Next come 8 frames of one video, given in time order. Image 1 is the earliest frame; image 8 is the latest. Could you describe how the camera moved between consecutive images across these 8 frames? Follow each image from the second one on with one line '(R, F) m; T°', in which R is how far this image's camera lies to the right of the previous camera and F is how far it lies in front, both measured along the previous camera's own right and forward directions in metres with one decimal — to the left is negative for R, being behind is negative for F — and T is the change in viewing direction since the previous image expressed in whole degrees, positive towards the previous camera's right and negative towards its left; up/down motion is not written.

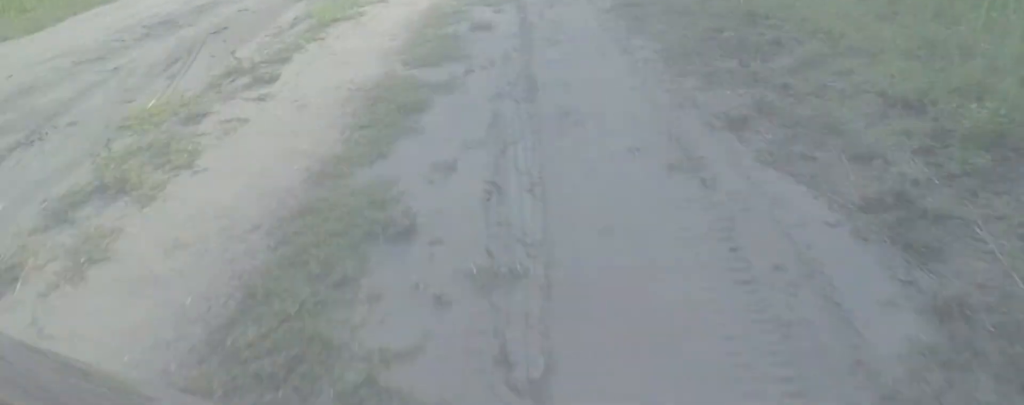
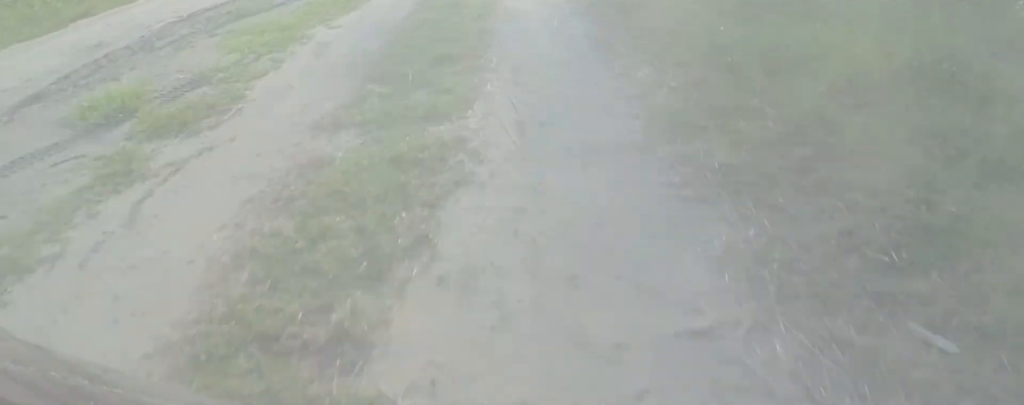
(-0.2, +25.4) m; +1°
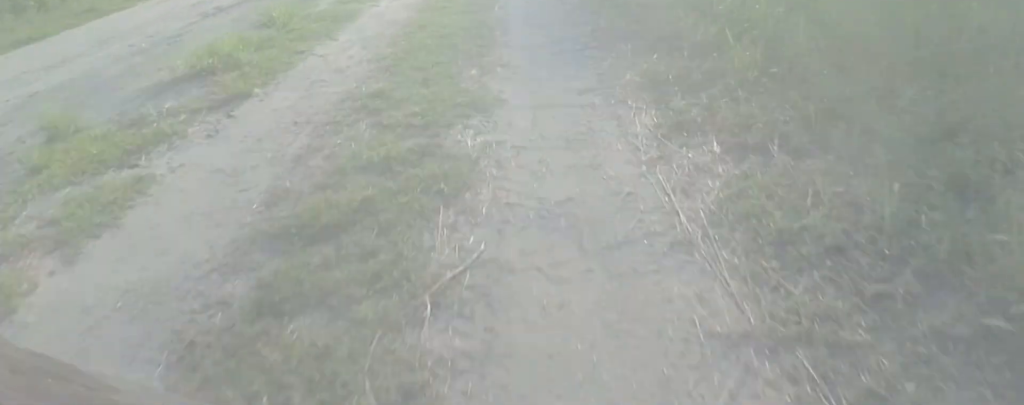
(+0.2, +6.2) m; 0°
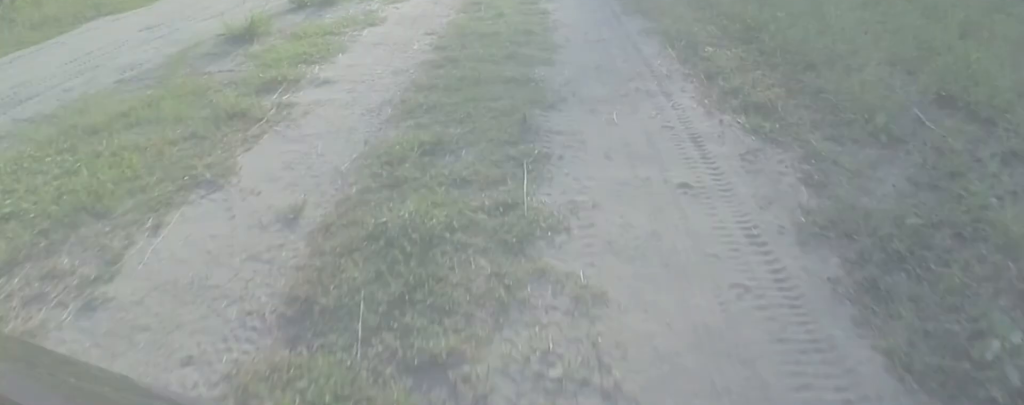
(-0.3, +14.1) m; 0°
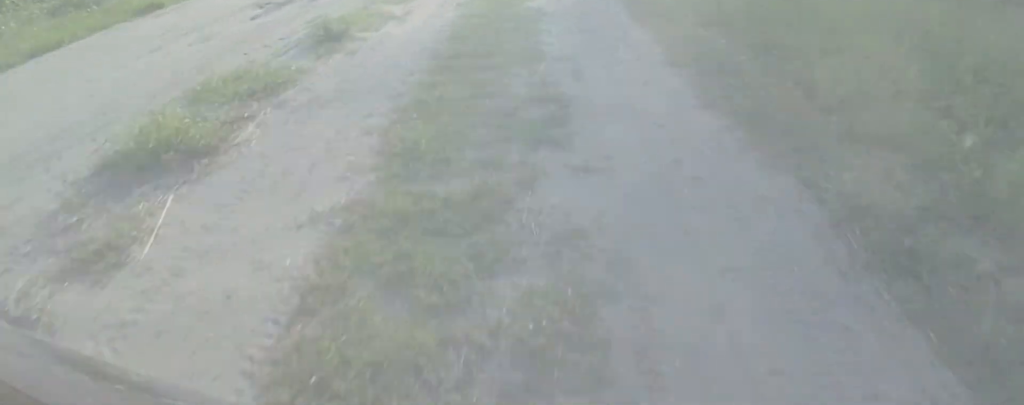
(+0.3, +8.5) m; 0°
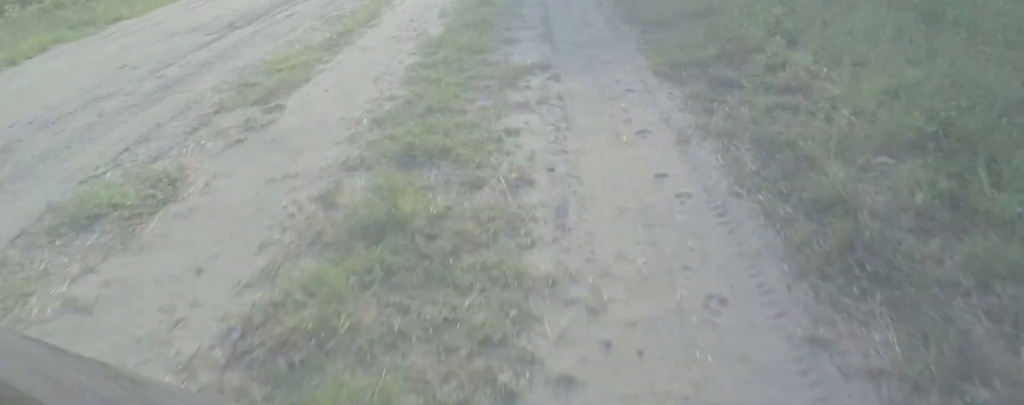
(-0.2, +7.1) m; -1°
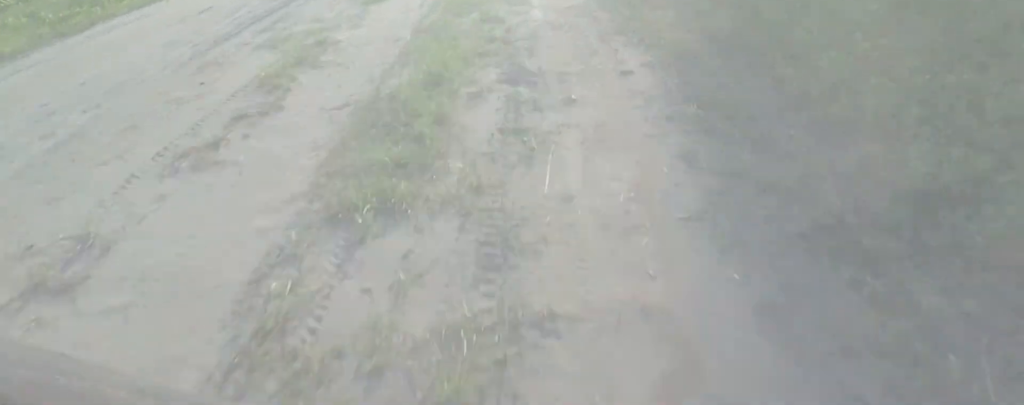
(-0.2, +14.4) m; -1°
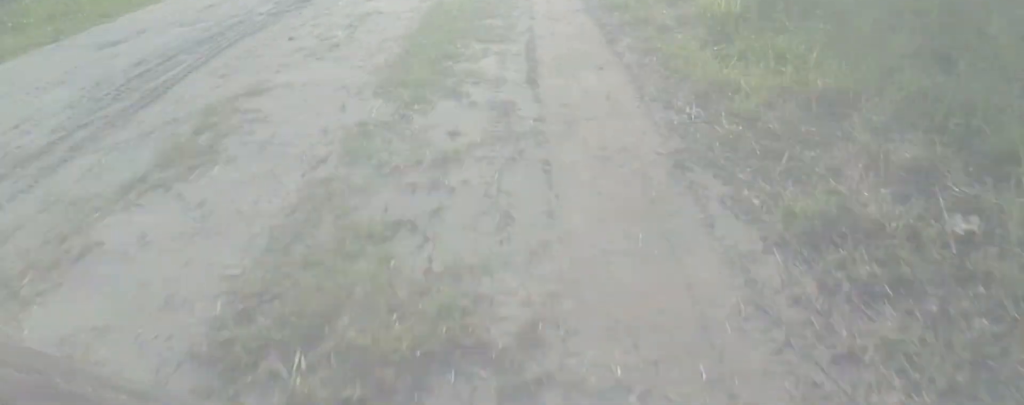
(0.0, +6.4) m; 0°
